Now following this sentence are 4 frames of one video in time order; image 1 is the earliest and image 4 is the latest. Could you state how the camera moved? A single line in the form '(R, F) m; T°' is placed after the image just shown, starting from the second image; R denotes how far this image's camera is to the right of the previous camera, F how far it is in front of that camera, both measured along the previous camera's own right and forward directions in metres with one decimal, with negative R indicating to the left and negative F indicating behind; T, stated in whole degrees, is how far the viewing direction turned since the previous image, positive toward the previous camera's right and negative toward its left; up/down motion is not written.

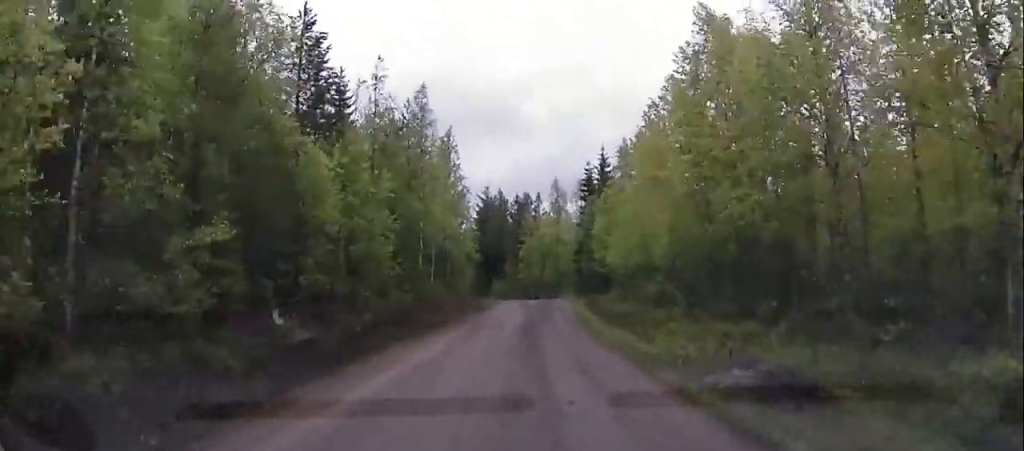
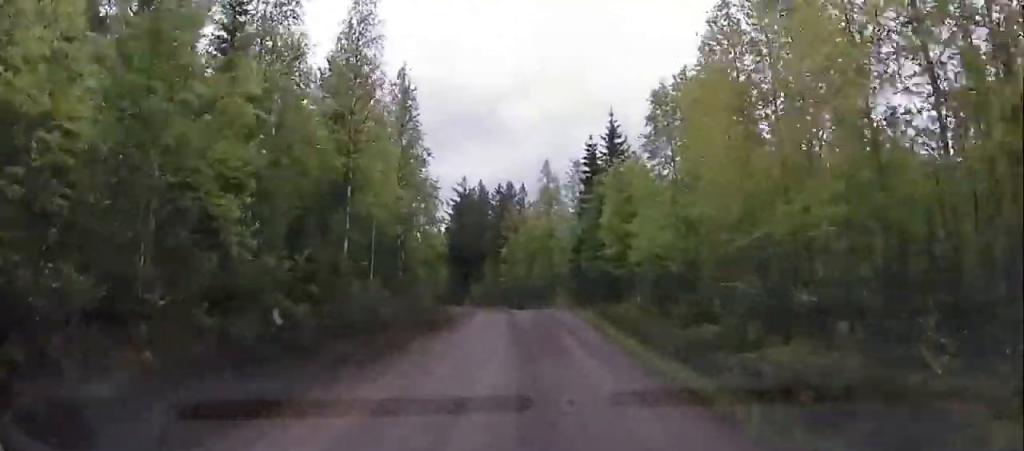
(+0.4, +13.7) m; +1°
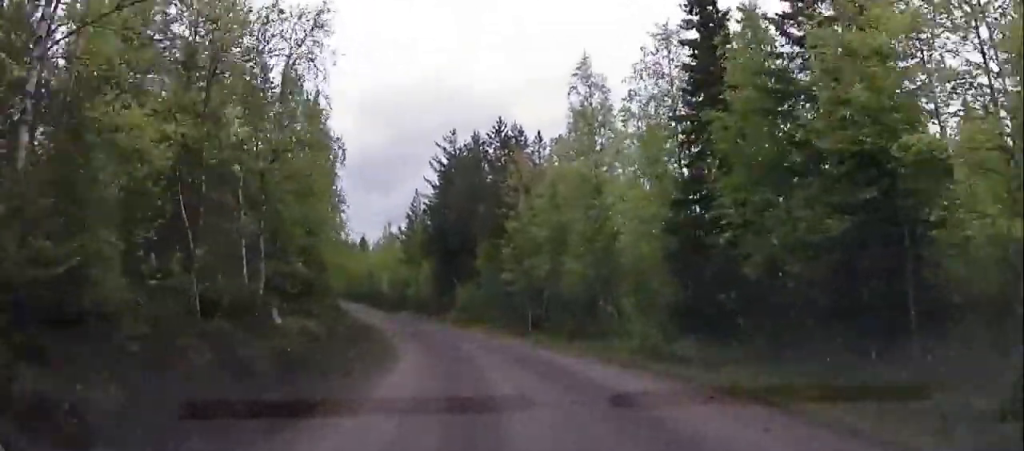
(-0.3, +28.1) m; -4°
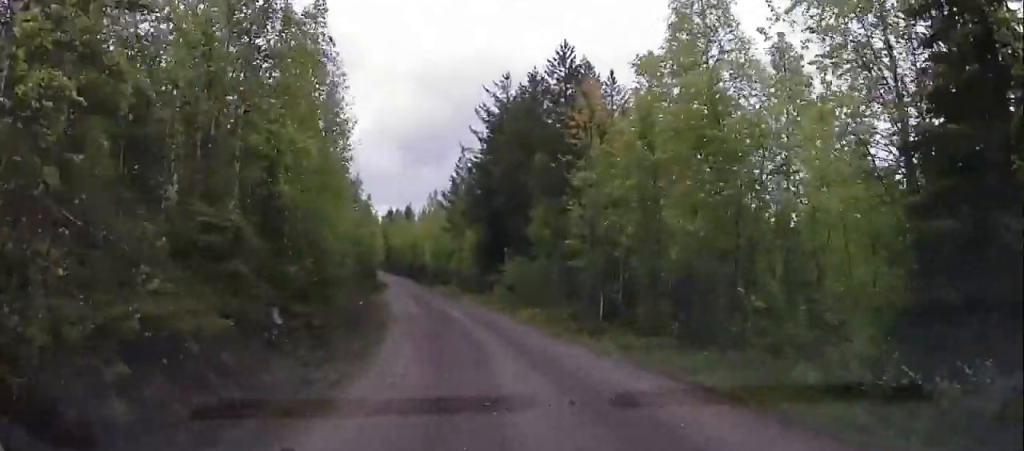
(-0.6, +10.3) m; -5°
